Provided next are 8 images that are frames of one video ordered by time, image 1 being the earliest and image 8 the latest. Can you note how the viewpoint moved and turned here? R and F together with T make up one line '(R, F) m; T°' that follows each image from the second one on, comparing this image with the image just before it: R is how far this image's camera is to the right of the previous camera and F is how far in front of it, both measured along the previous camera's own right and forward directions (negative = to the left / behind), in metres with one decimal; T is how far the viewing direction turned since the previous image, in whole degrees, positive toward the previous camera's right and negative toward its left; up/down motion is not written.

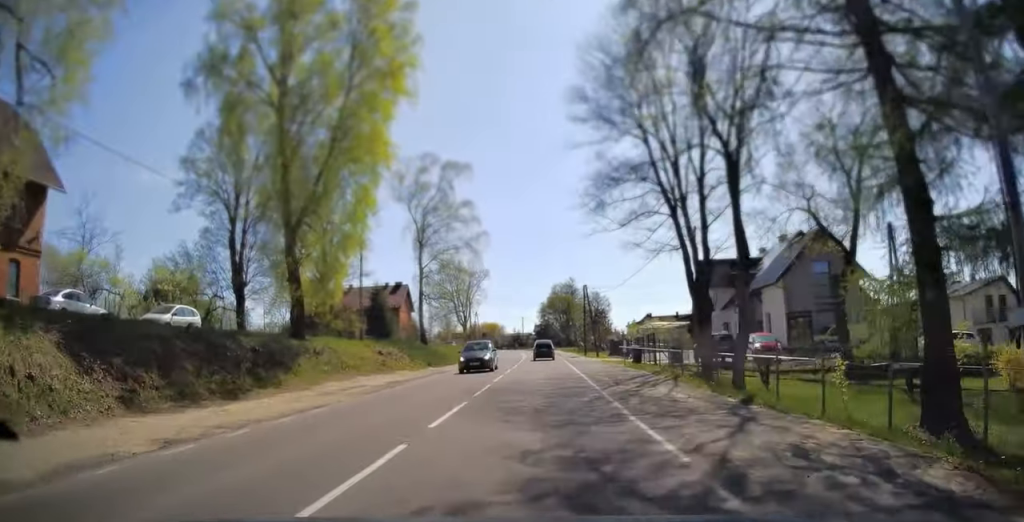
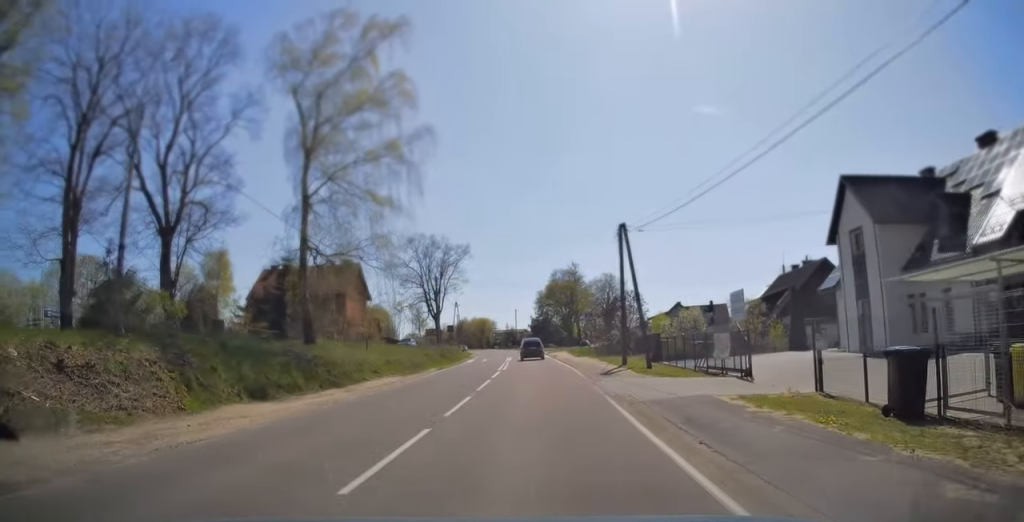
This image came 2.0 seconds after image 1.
(0.0, +28.0) m; 0°
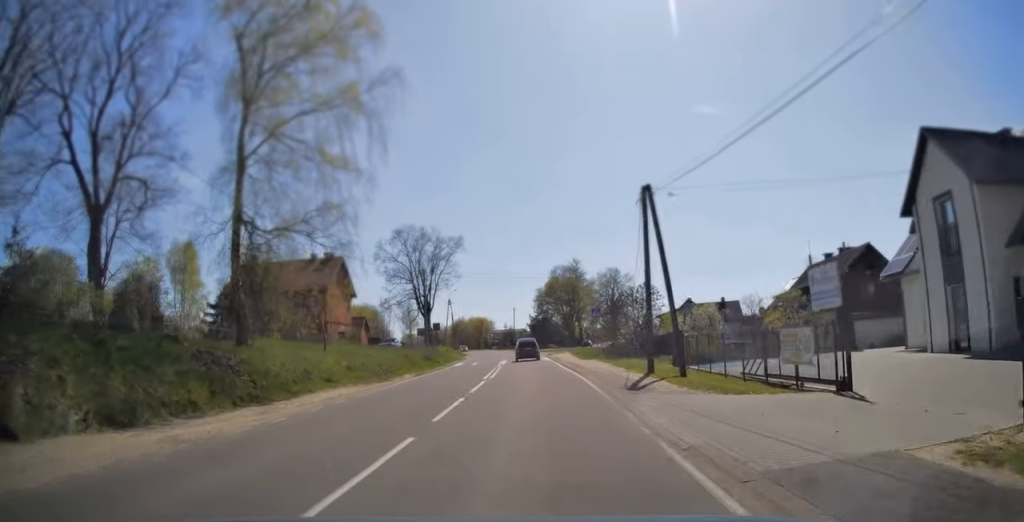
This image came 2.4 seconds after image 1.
(0.0, +6.8) m; 0°
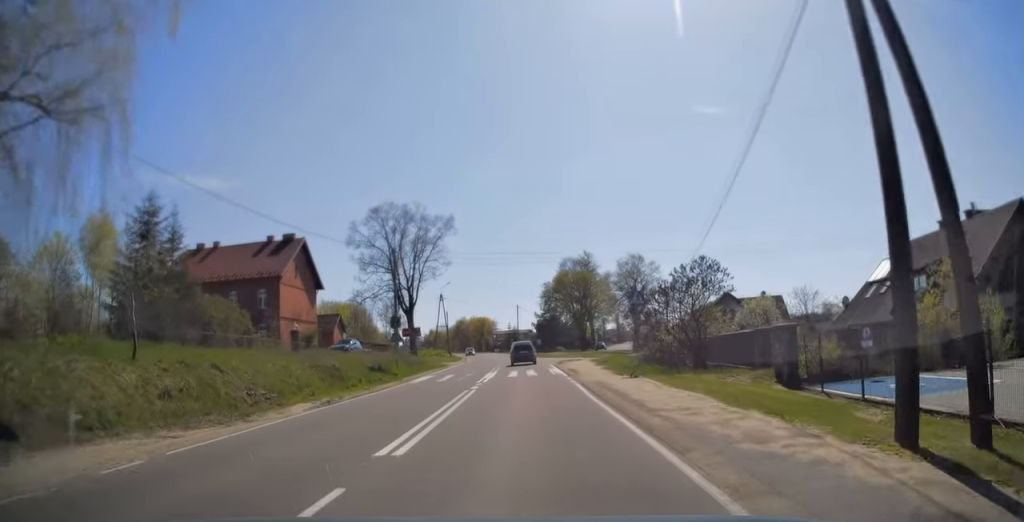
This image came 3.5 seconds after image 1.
(+0.1, +14.6) m; -1°
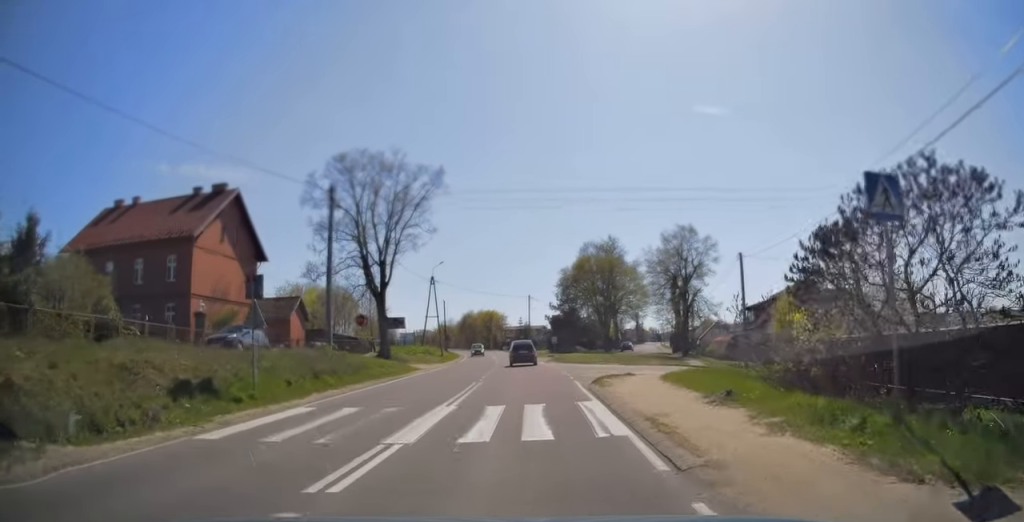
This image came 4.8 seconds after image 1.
(-0.5, +17.5) m; -2°
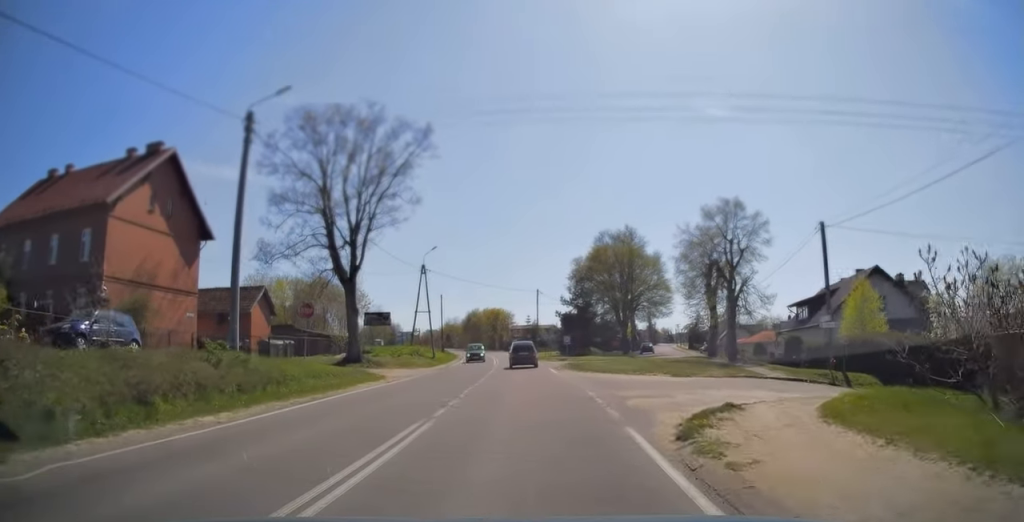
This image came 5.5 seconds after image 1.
(-0.1, +10.2) m; -1°
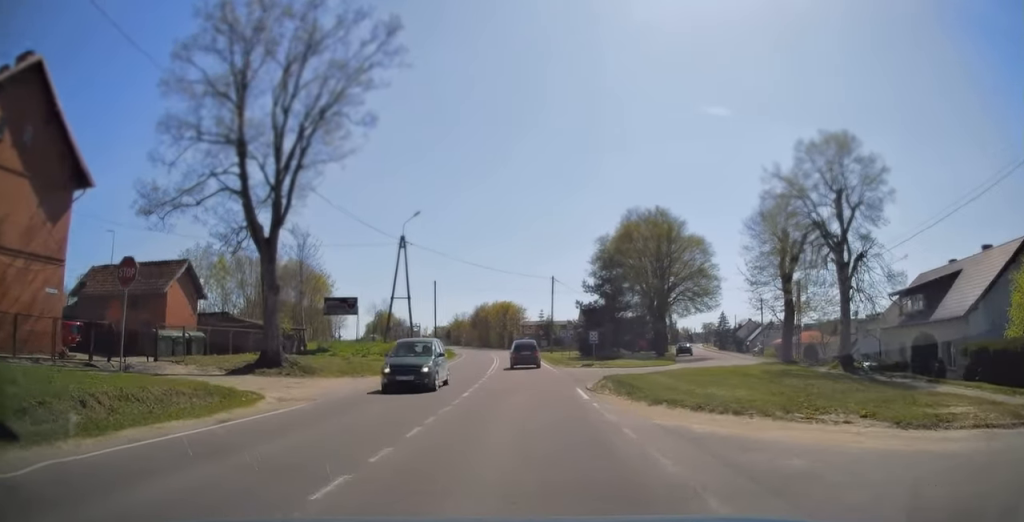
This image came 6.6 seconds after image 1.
(0.0, +14.0) m; -1°
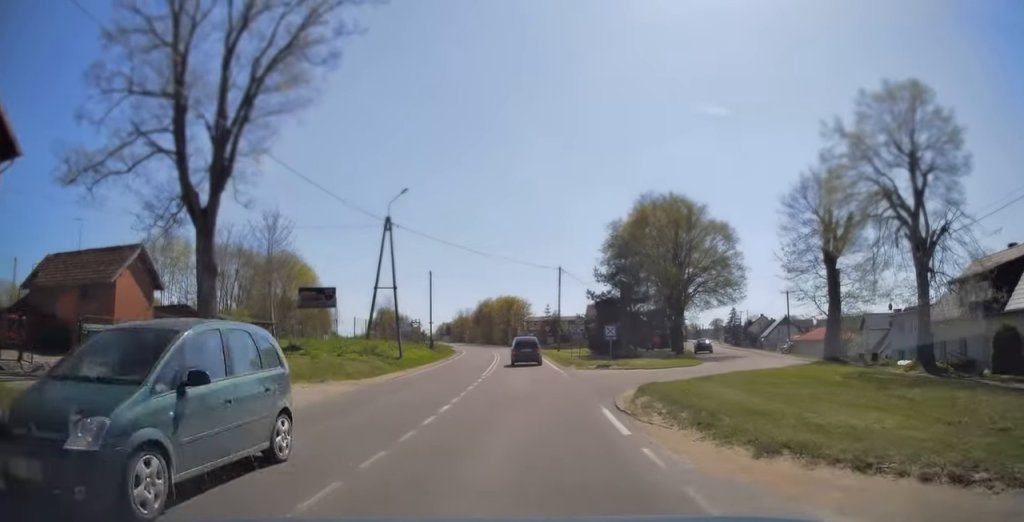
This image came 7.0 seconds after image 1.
(-0.1, +5.7) m; -1°
